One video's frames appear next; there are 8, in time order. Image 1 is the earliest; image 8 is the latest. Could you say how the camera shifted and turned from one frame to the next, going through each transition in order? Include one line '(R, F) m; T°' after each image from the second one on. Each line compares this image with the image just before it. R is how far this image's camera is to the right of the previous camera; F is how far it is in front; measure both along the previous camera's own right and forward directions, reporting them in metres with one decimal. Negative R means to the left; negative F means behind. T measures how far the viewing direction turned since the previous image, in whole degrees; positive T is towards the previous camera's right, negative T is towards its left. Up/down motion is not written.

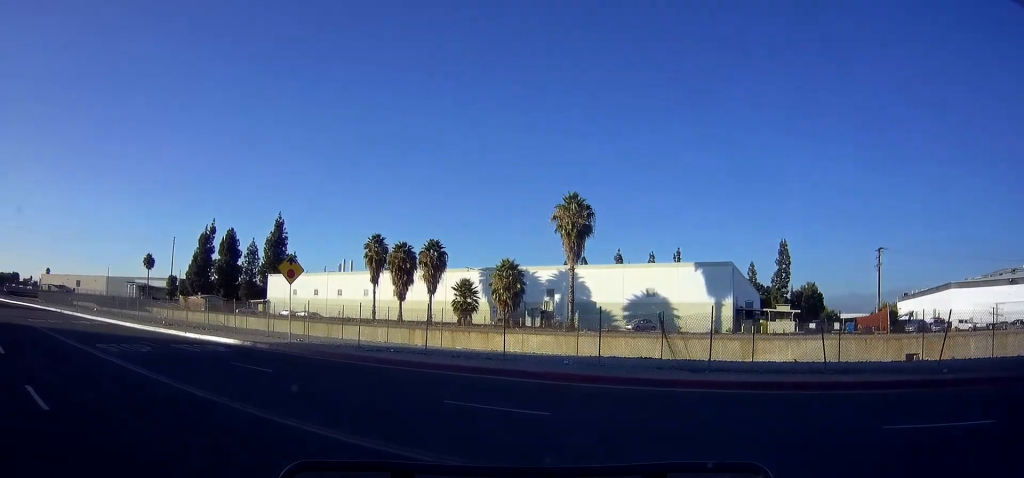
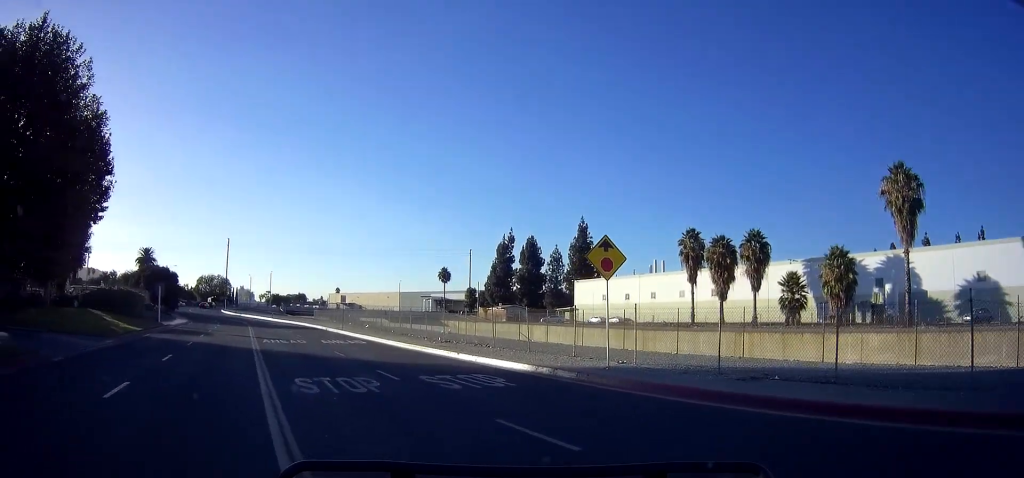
(-2.5, +7.9) m; -25°
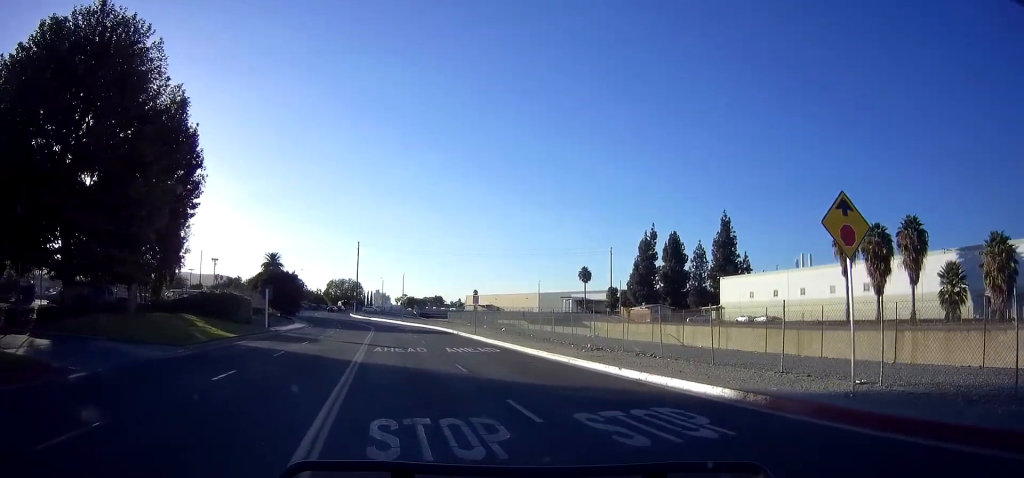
(-0.2, +5.7) m; -9°
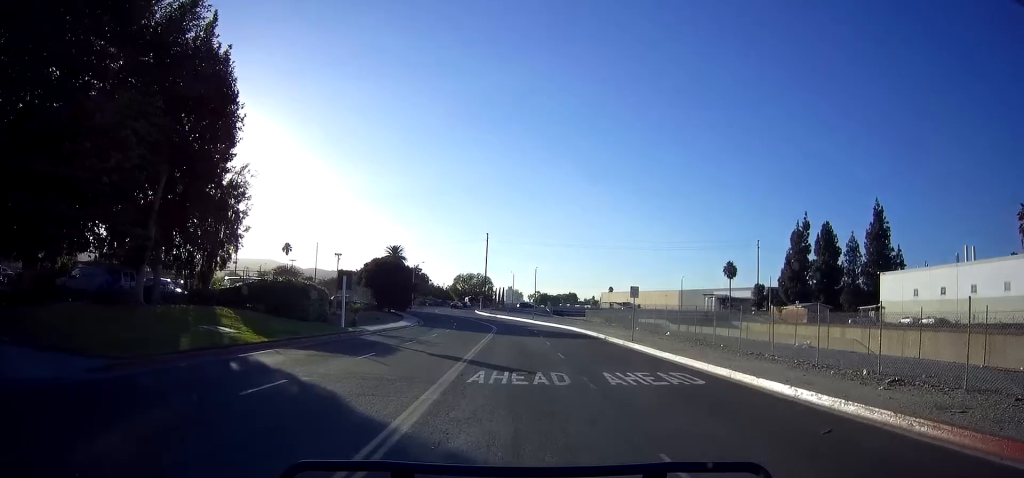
(-1.5, +12.5) m; -6°
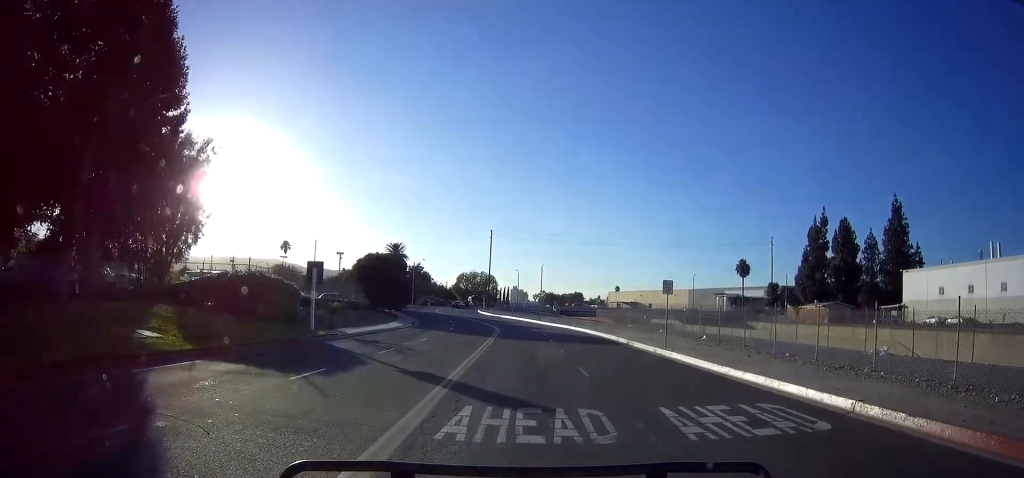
(+0.1, +5.8) m; -1°
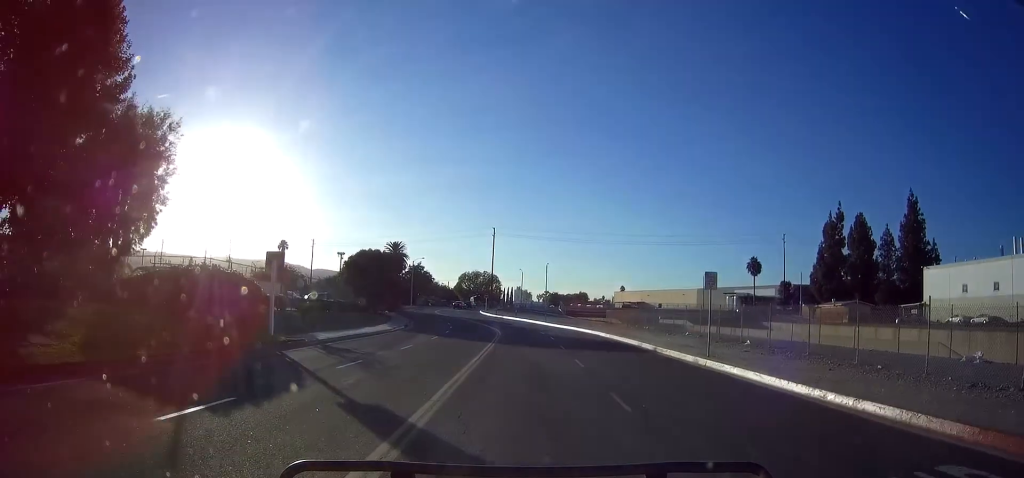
(-0.1, +5.1) m; -2°
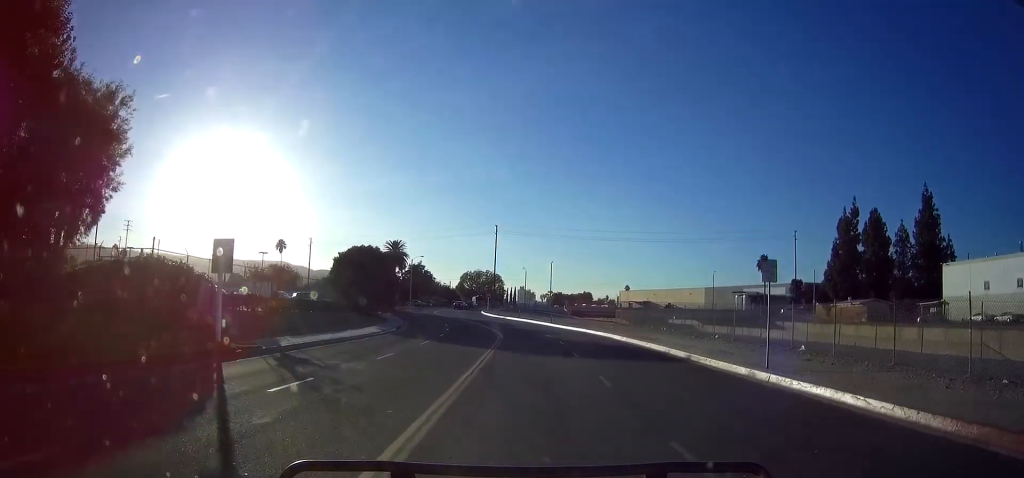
(0.0, +4.4) m; -2°
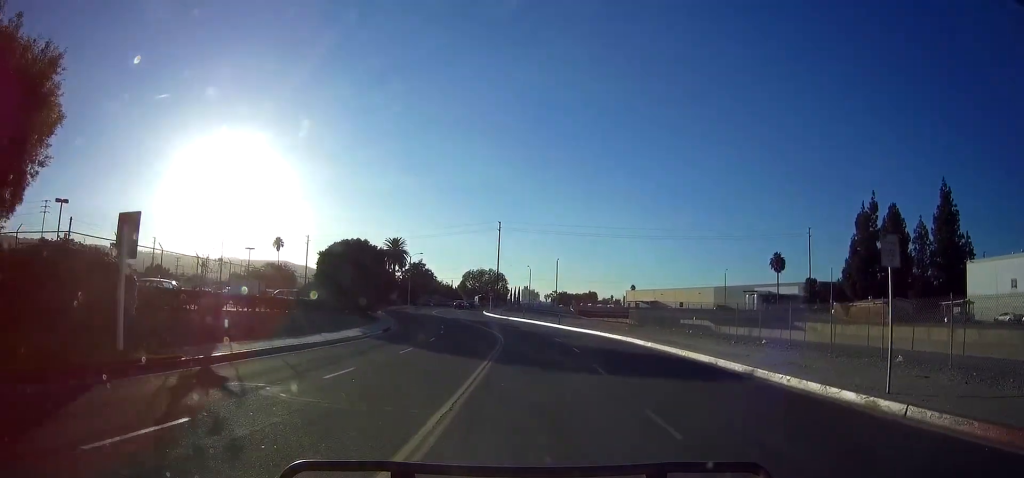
(-0.1, +5.3) m; -1°
